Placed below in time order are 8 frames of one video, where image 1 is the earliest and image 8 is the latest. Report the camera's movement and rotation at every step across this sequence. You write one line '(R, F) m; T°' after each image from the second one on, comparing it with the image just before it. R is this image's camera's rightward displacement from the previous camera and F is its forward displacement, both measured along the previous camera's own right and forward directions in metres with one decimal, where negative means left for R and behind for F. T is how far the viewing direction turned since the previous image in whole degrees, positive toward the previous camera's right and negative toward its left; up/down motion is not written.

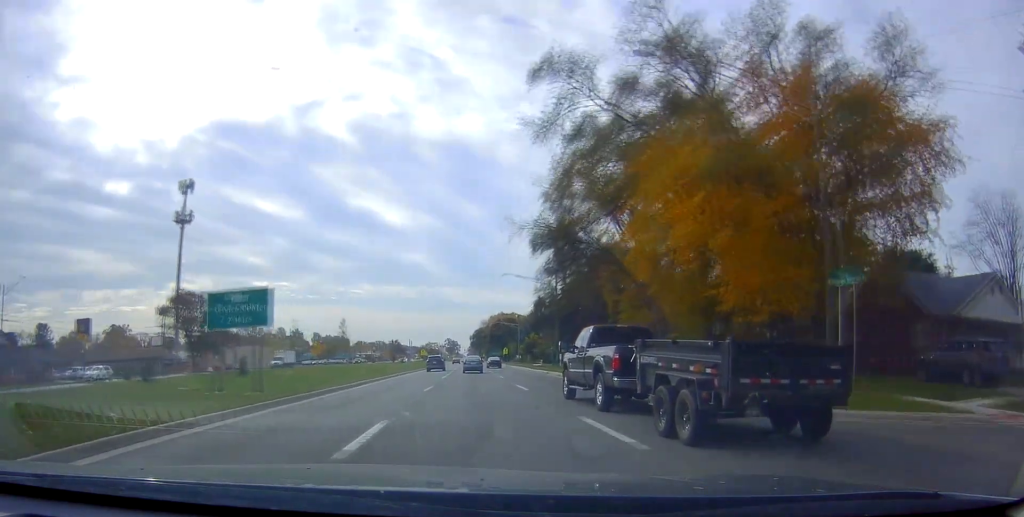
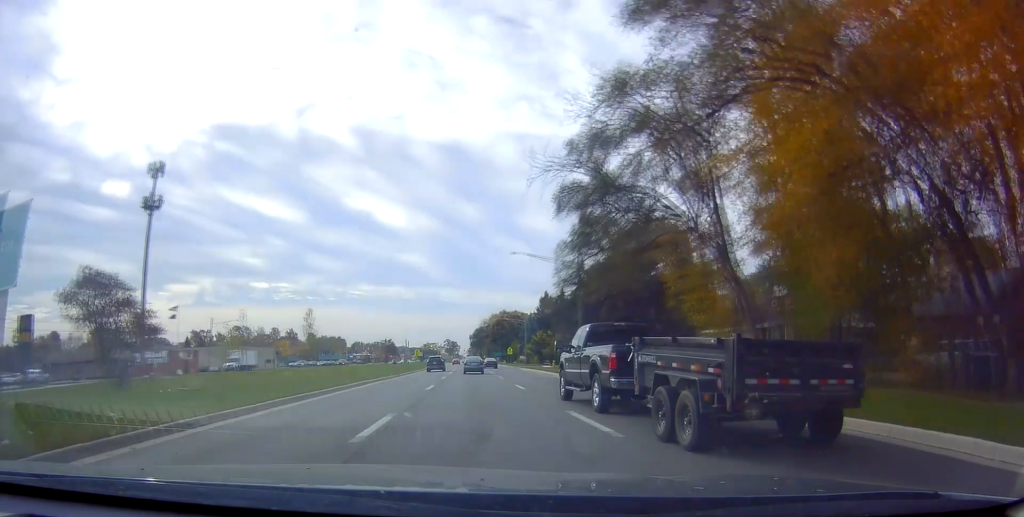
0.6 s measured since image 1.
(+0.4, +13.6) m; 0°
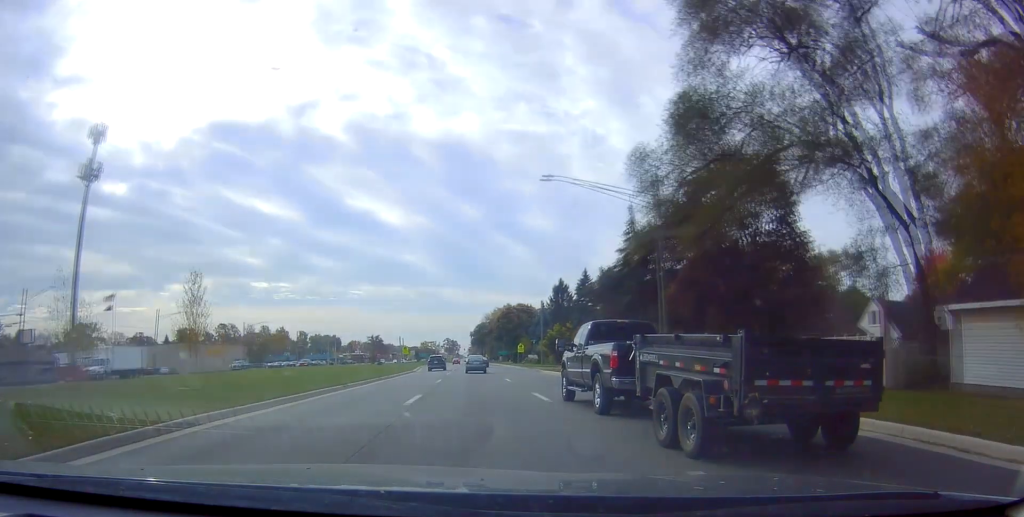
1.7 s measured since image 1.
(-0.7, +22.0) m; 0°
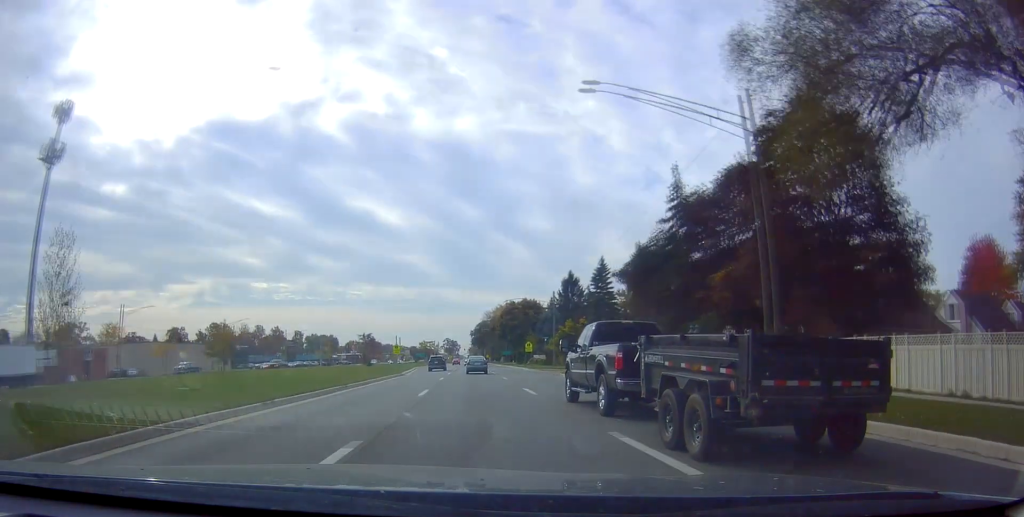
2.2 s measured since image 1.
(+0.4, +11.4) m; +1°
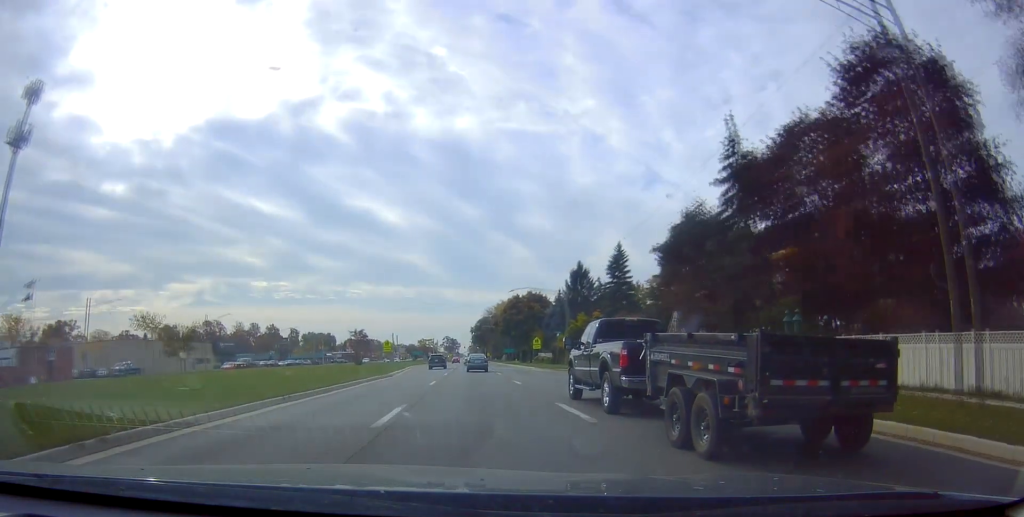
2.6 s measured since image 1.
(+0.2, +9.3) m; 0°
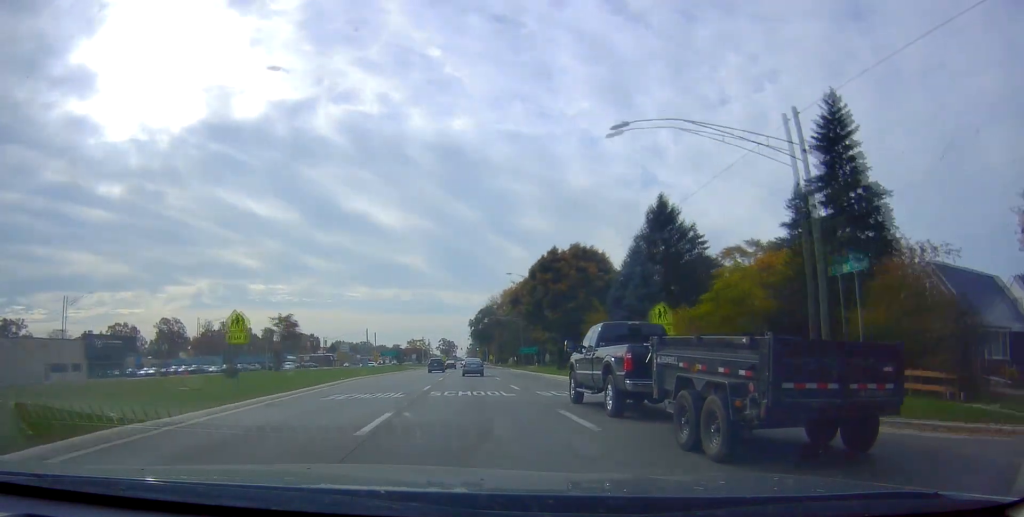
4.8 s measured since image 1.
(-0.4, +46.2) m; -1°
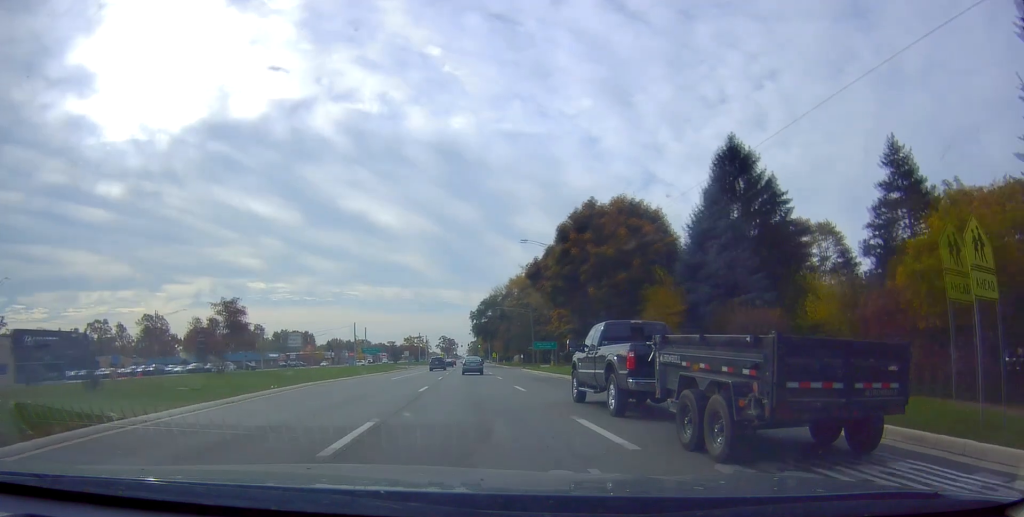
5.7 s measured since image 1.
(-0.5, +17.1) m; 0°
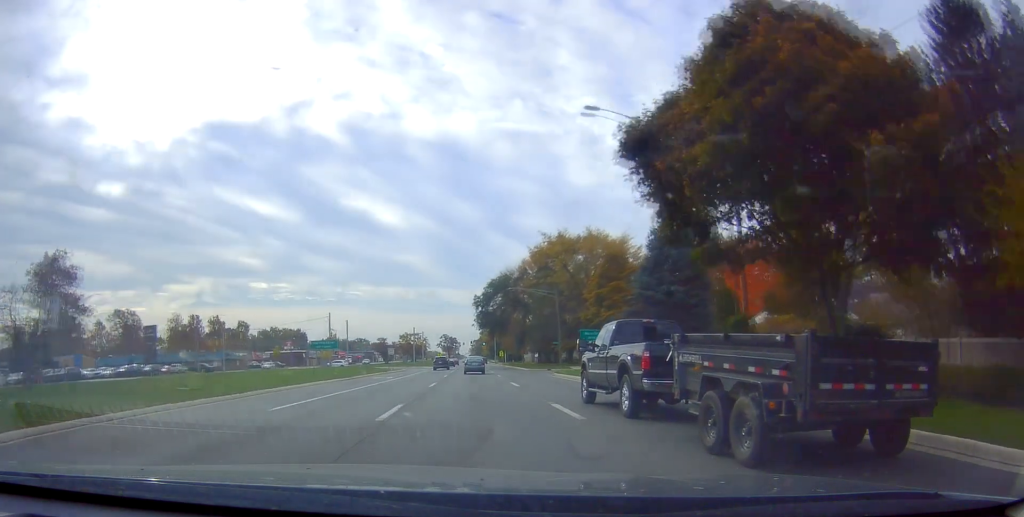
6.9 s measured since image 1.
(+0.4, +25.4) m; 0°
